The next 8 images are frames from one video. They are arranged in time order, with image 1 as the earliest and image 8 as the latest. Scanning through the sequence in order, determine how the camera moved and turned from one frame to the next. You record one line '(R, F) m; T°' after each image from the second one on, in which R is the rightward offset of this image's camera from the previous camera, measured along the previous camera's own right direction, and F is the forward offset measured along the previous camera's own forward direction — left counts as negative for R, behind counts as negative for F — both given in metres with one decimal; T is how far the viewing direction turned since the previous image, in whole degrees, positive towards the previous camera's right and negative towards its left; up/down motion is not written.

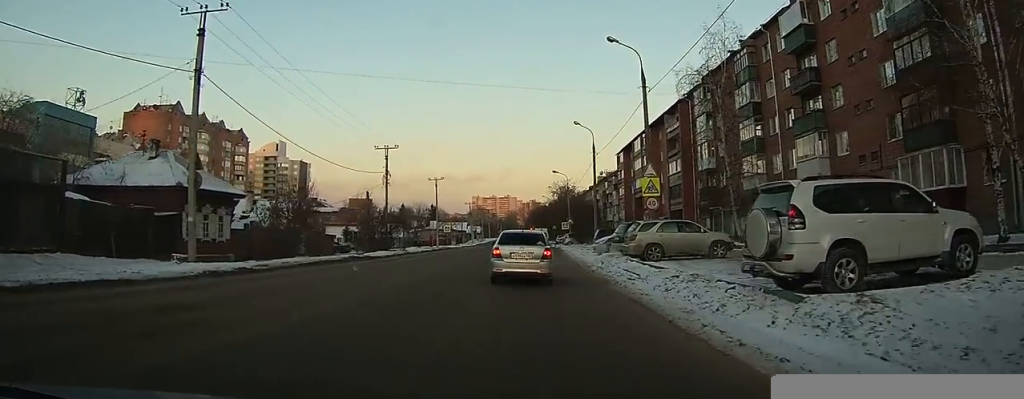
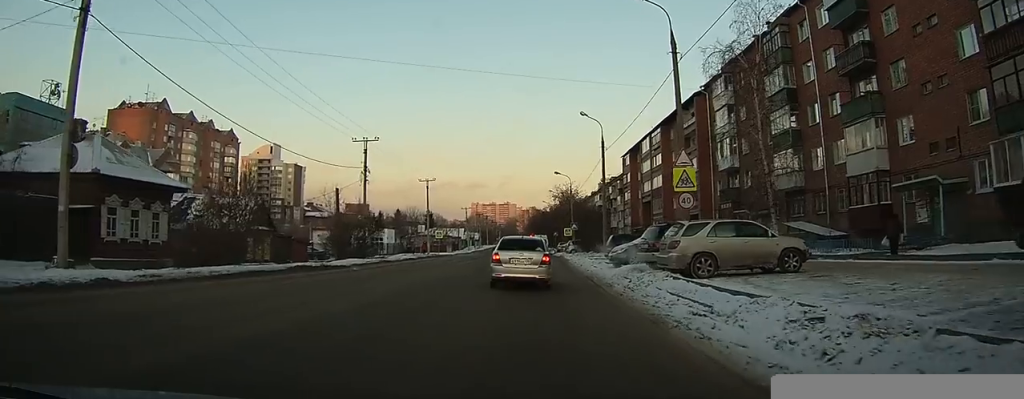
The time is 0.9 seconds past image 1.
(0.0, +7.1) m; 0°
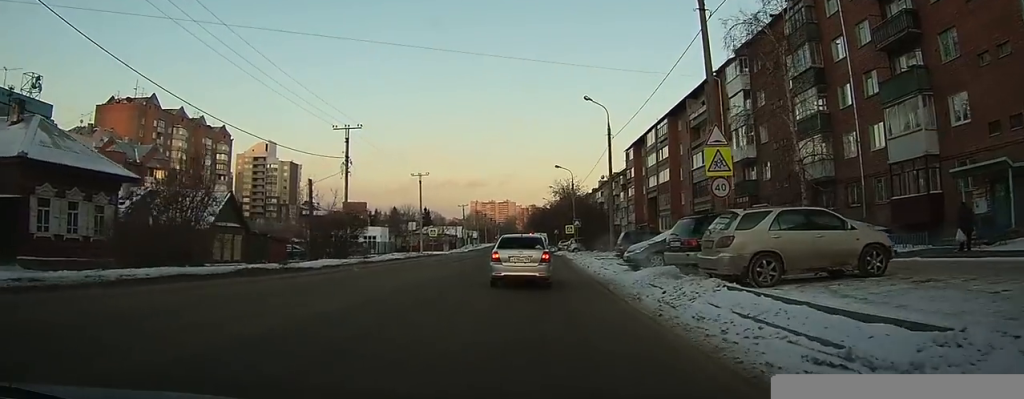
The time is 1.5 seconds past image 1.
(0.0, +4.5) m; 0°
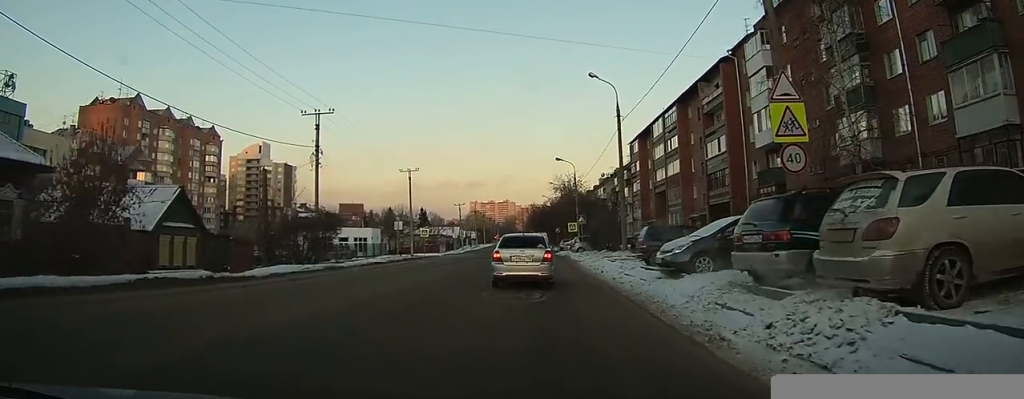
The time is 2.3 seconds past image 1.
(0.0, +5.7) m; 0°
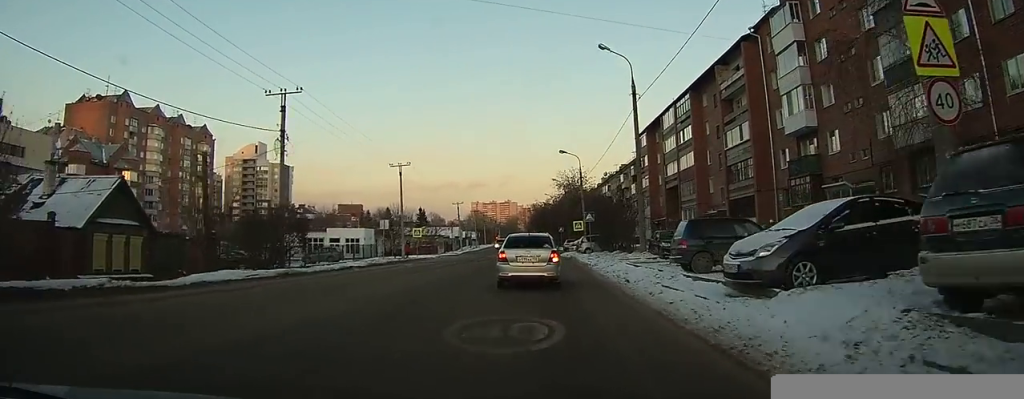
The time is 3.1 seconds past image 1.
(0.0, +5.6) m; +1°
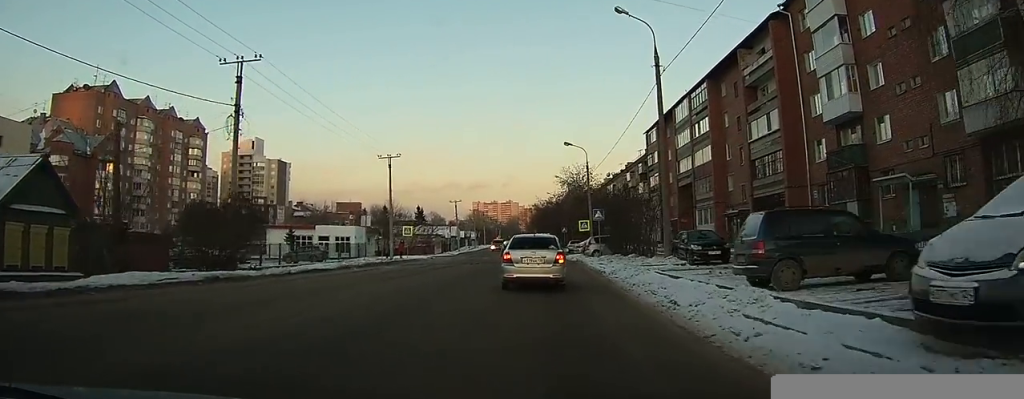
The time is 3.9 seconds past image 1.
(+0.1, +5.8) m; 0°
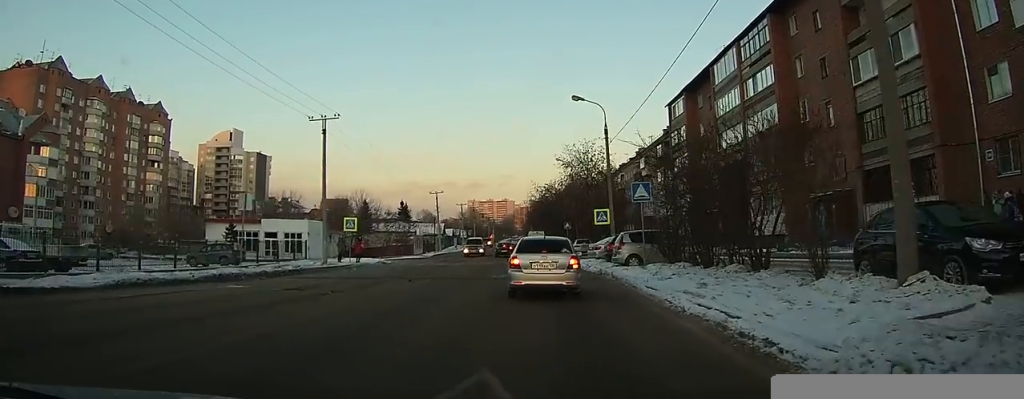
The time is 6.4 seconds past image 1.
(-0.2, +17.4) m; -1°
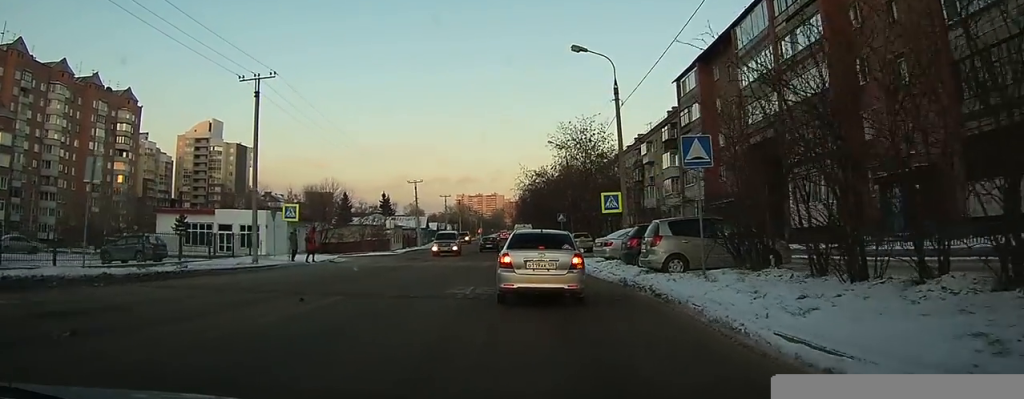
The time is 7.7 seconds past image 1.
(-0.2, +8.9) m; -1°
